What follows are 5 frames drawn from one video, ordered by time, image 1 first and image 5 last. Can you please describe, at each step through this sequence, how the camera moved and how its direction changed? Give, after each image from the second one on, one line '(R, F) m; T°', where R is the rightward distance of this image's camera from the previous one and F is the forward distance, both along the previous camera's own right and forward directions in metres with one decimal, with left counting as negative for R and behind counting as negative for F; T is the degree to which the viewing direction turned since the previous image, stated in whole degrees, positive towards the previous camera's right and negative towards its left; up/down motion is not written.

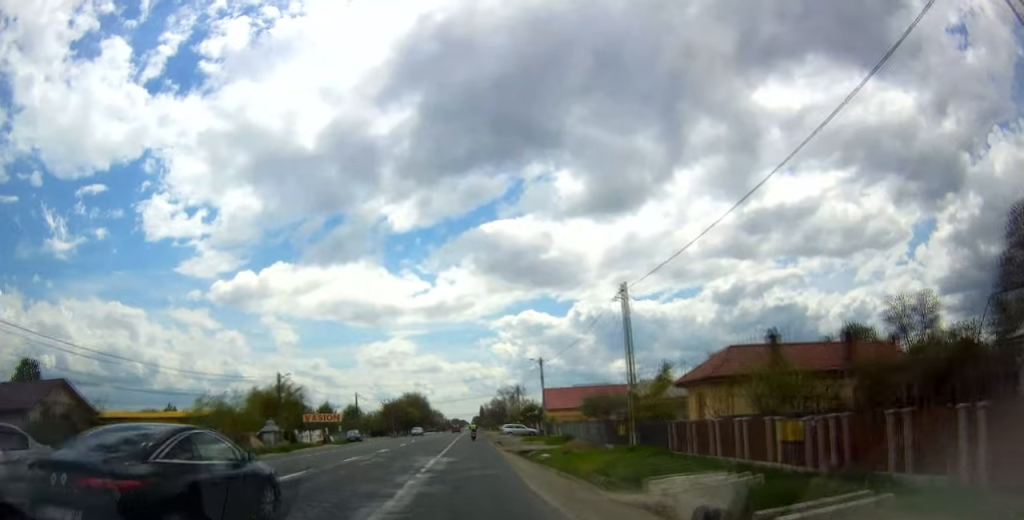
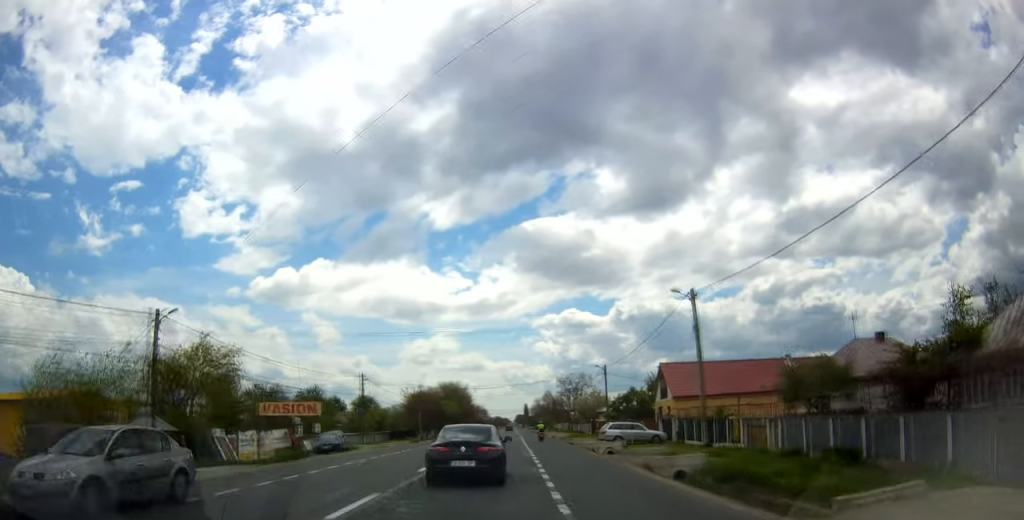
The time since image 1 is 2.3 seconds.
(-0.5, +32.1) m; -2°
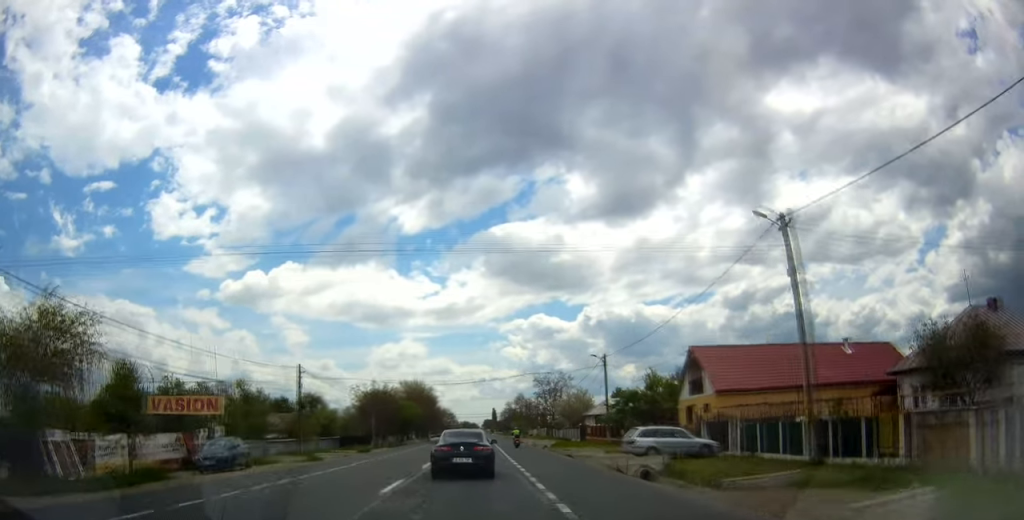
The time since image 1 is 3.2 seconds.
(-0.3, +12.9) m; -2°
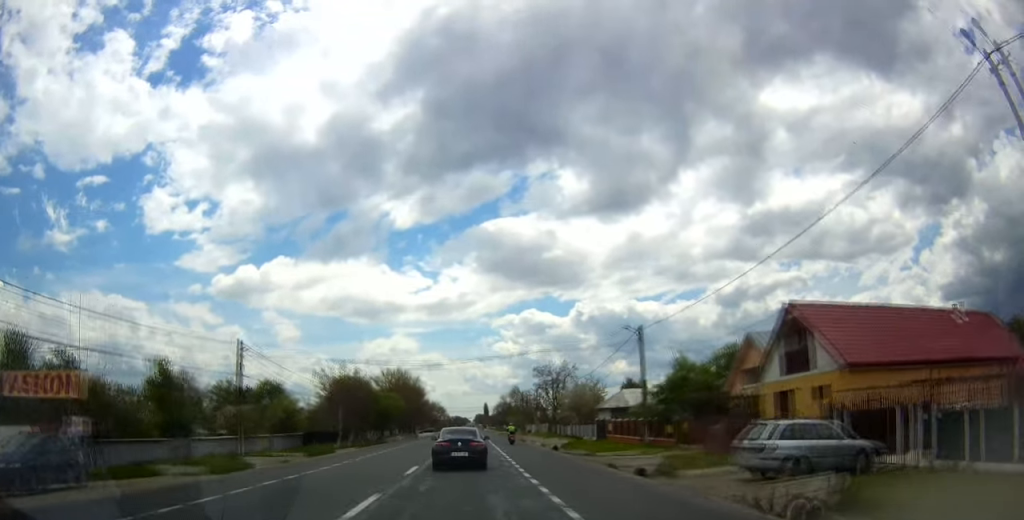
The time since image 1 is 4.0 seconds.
(-0.1, +11.8) m; 0°
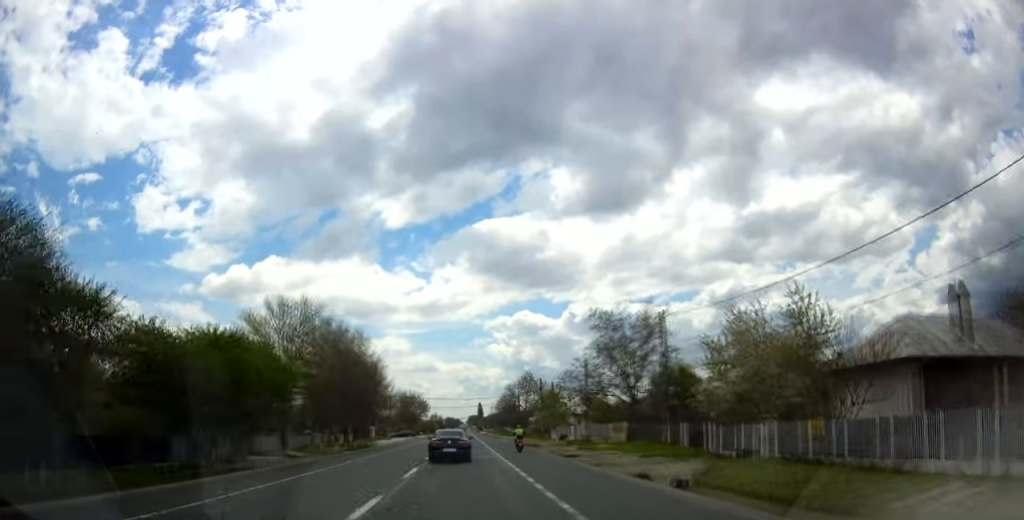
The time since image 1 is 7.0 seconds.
(+2.1, +44.5) m; +4°
